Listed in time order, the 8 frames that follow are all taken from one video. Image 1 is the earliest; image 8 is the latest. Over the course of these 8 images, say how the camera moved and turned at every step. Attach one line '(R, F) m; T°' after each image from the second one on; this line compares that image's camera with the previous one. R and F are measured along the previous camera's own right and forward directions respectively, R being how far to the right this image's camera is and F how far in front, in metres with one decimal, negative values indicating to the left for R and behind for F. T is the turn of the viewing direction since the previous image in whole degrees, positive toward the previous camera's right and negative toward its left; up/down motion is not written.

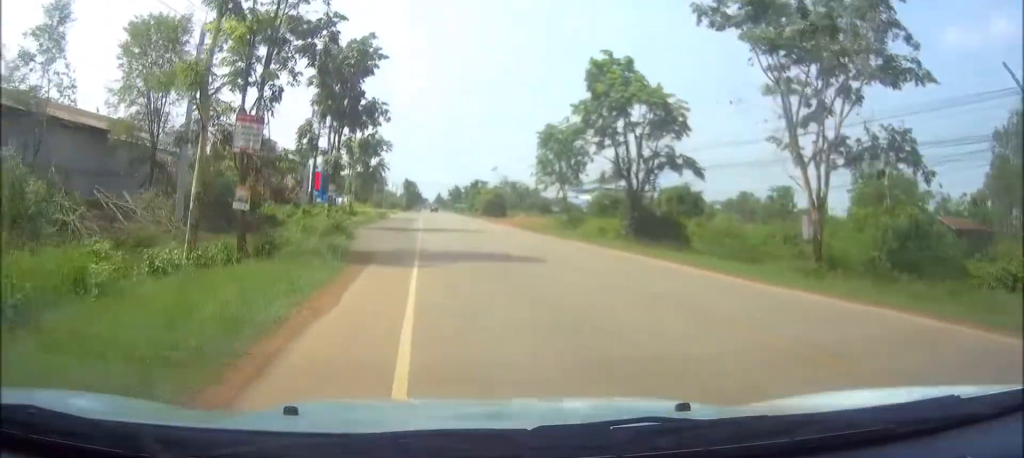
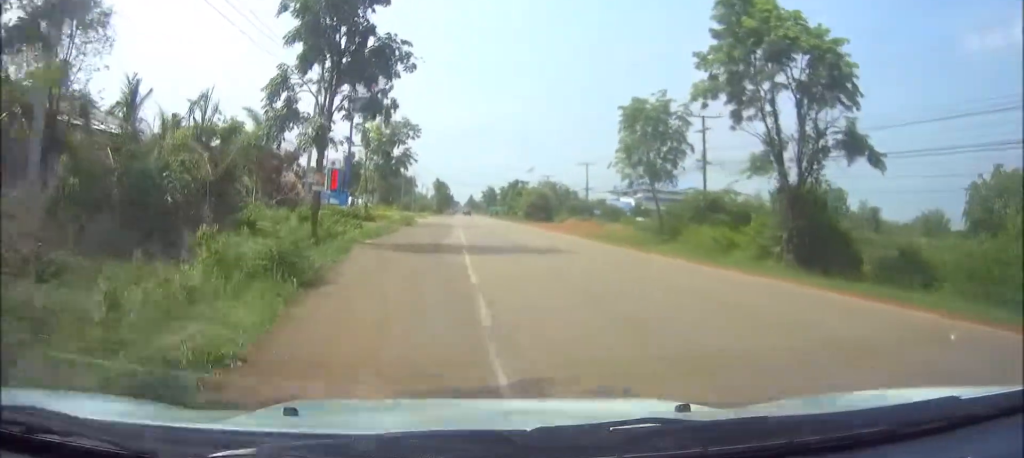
(-0.2, +14.1) m; -1°
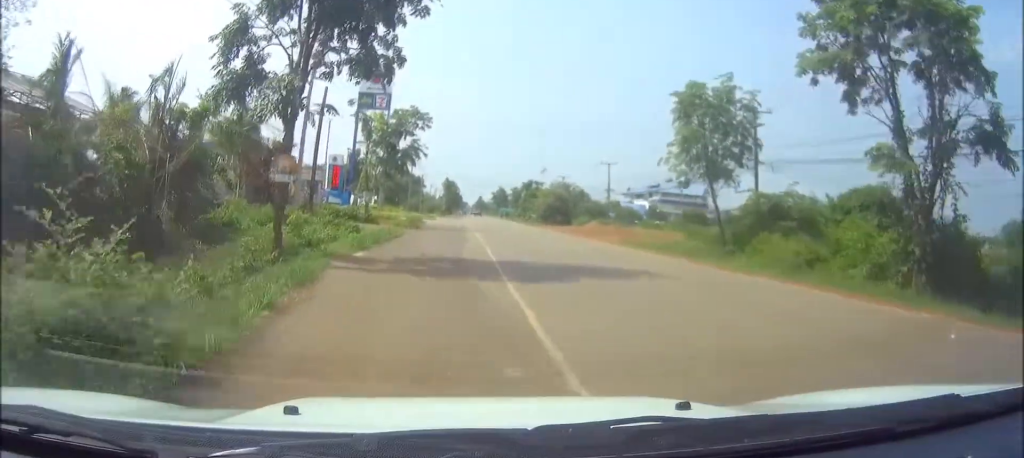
(+0.1, +7.0) m; 0°
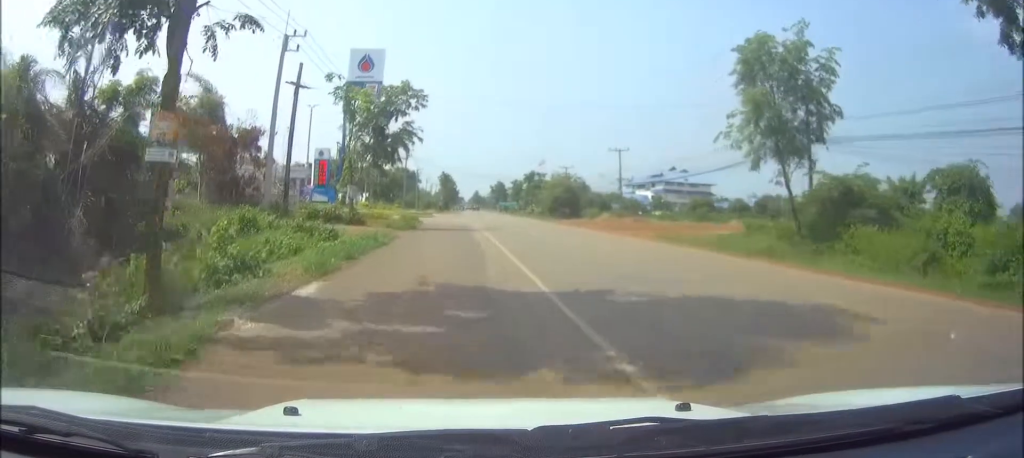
(0.0, +7.3) m; 0°
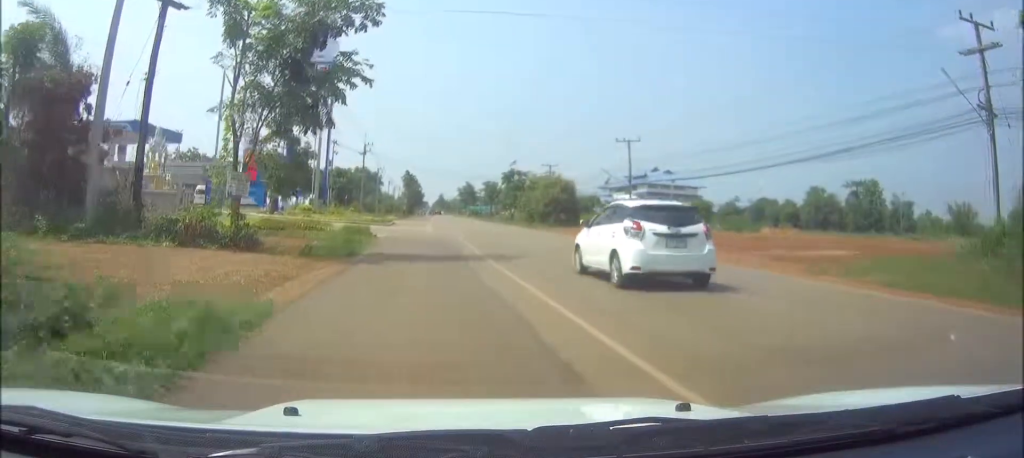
(0.0, +16.9) m; +1°
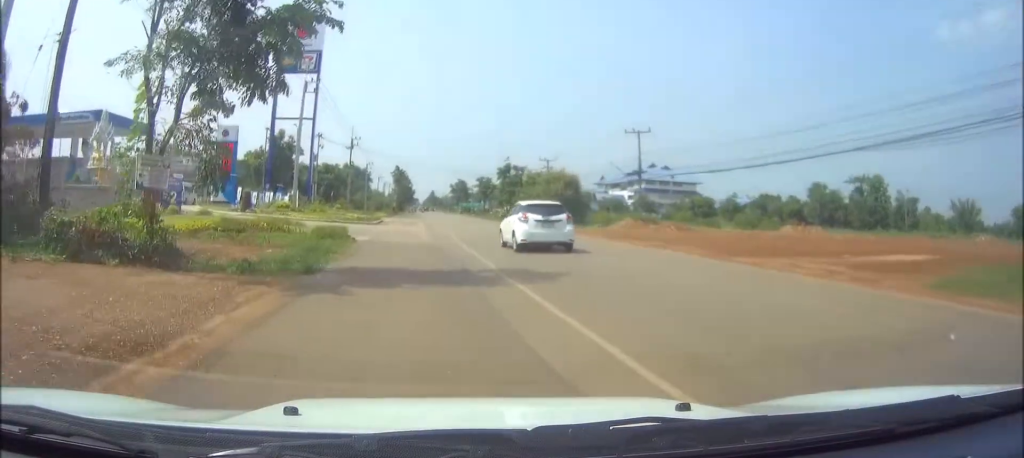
(0.0, +5.7) m; 0°
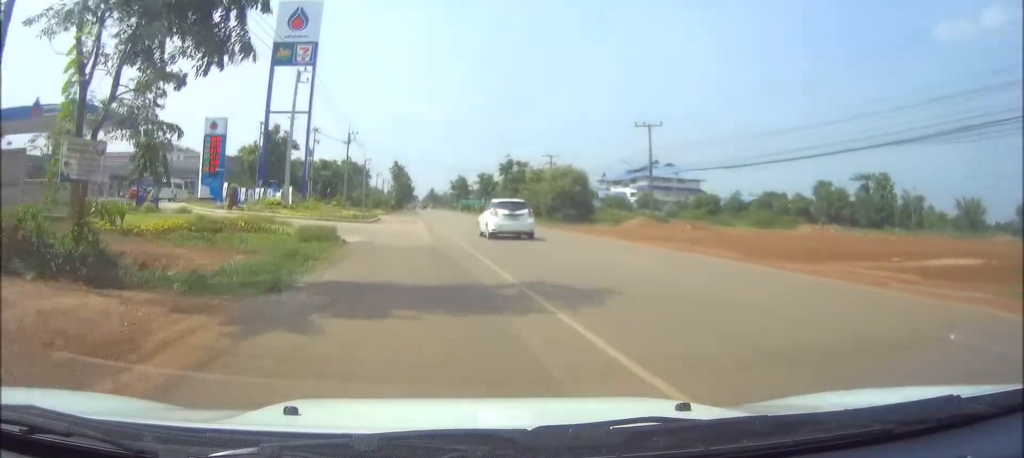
(0.0, +3.4) m; 0°
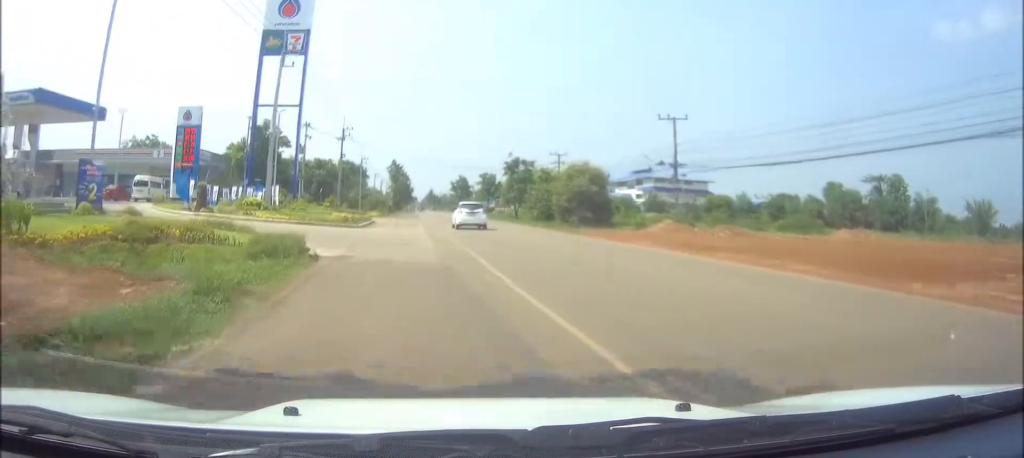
(0.0, +6.2) m; +1°
